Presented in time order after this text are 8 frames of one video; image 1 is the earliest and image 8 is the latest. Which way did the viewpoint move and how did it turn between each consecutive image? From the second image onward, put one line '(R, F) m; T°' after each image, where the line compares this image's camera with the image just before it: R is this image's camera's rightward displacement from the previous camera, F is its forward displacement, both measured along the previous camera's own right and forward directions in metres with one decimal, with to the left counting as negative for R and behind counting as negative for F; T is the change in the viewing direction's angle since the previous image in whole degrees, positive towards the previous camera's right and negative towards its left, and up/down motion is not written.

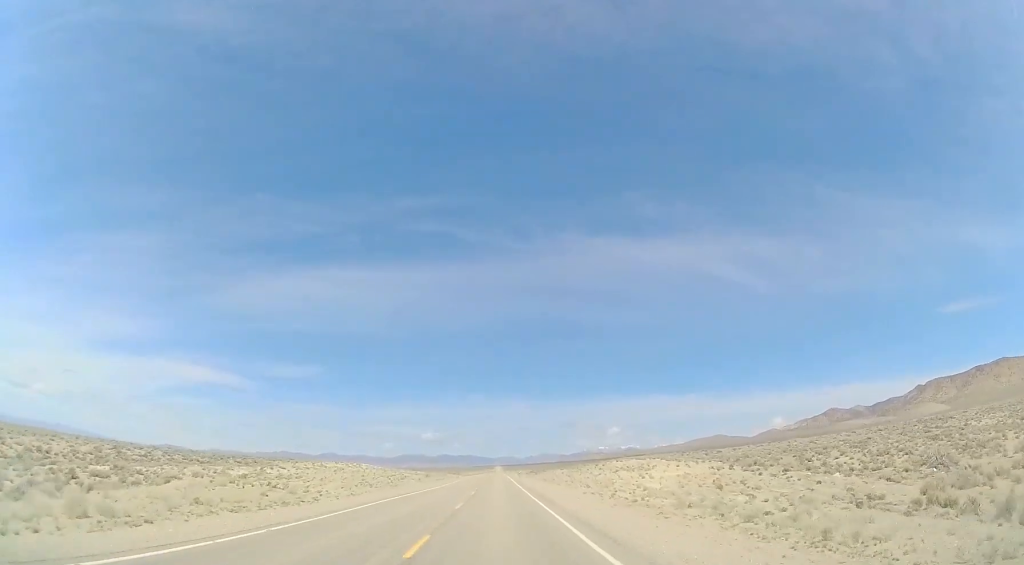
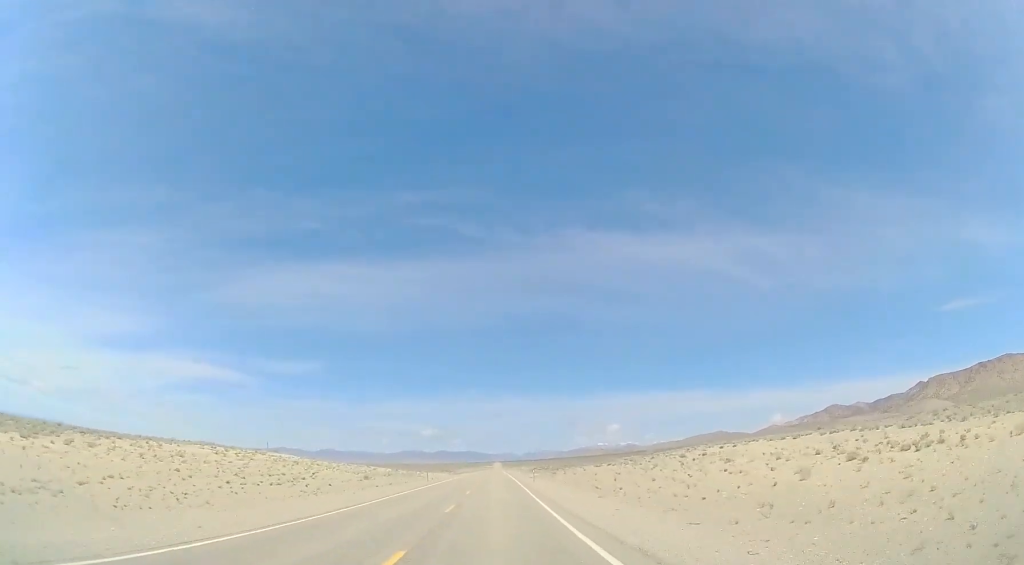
(-0.6, +39.4) m; -1°
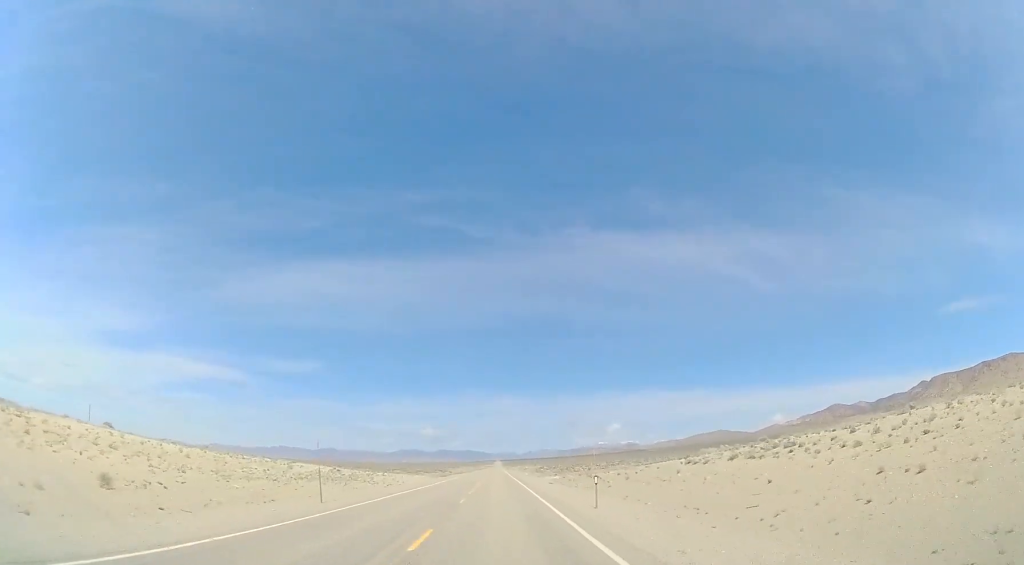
(+0.3, +33.5) m; 0°
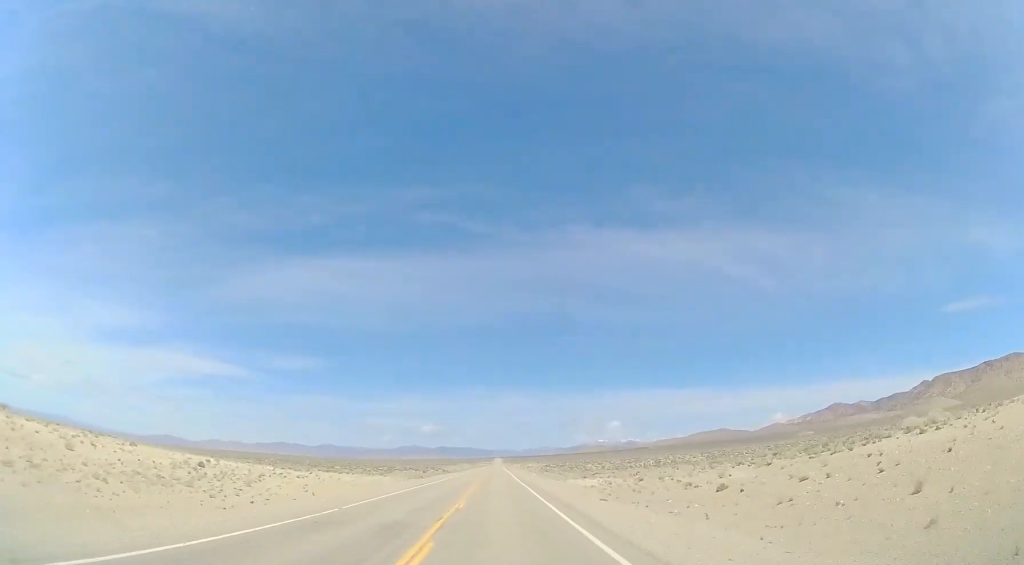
(-0.3, +27.4) m; 0°
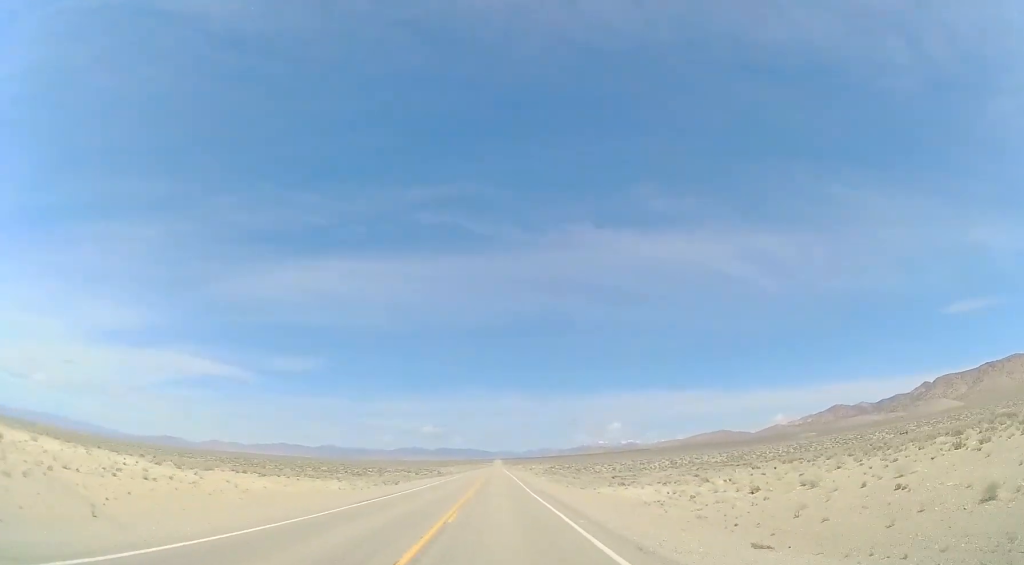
(0.0, +17.2) m; 0°
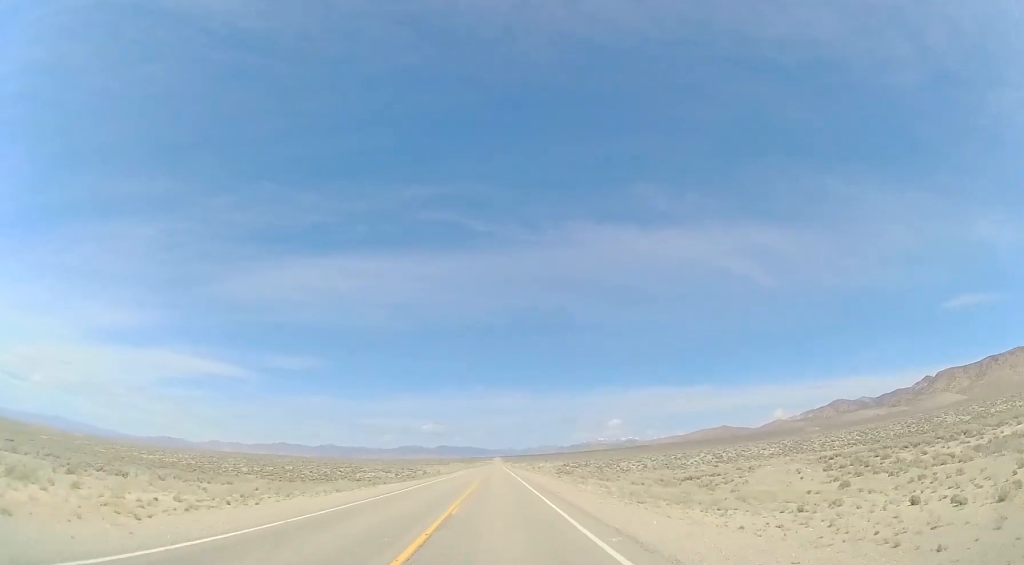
(+0.6, +35.2) m; 0°
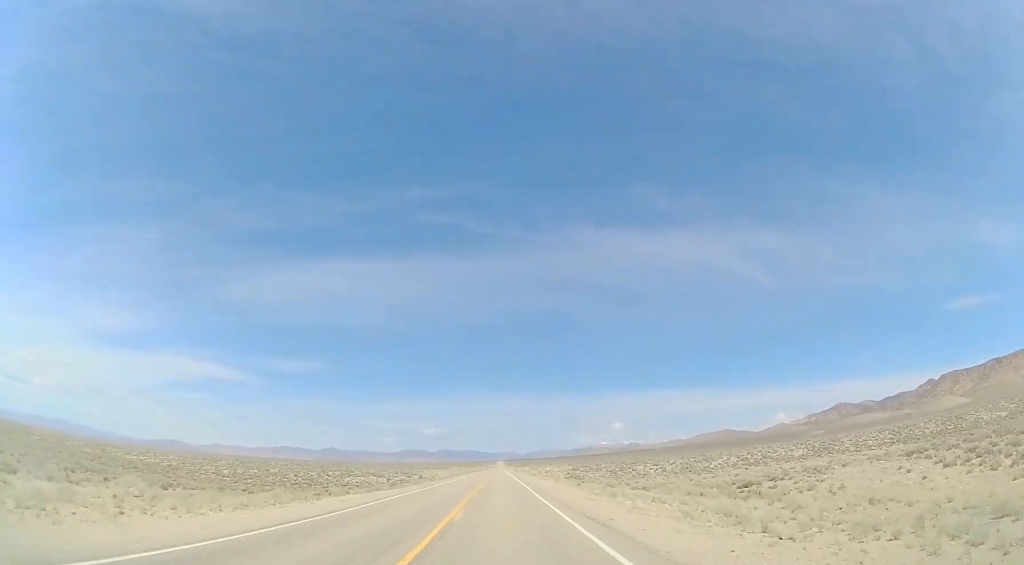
(+0.1, +13.1) m; -1°
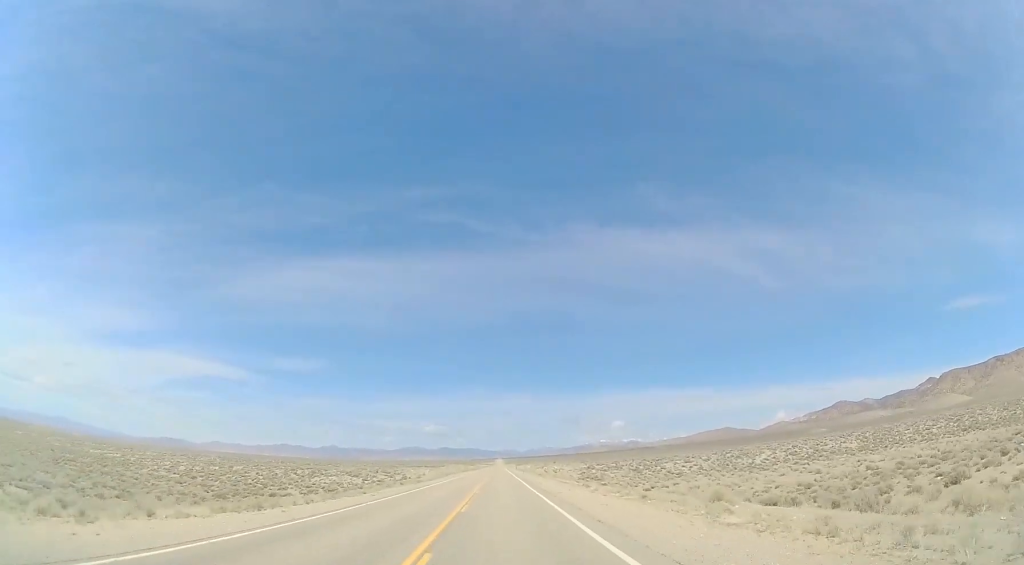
(-0.5, +22.1) m; -1°
